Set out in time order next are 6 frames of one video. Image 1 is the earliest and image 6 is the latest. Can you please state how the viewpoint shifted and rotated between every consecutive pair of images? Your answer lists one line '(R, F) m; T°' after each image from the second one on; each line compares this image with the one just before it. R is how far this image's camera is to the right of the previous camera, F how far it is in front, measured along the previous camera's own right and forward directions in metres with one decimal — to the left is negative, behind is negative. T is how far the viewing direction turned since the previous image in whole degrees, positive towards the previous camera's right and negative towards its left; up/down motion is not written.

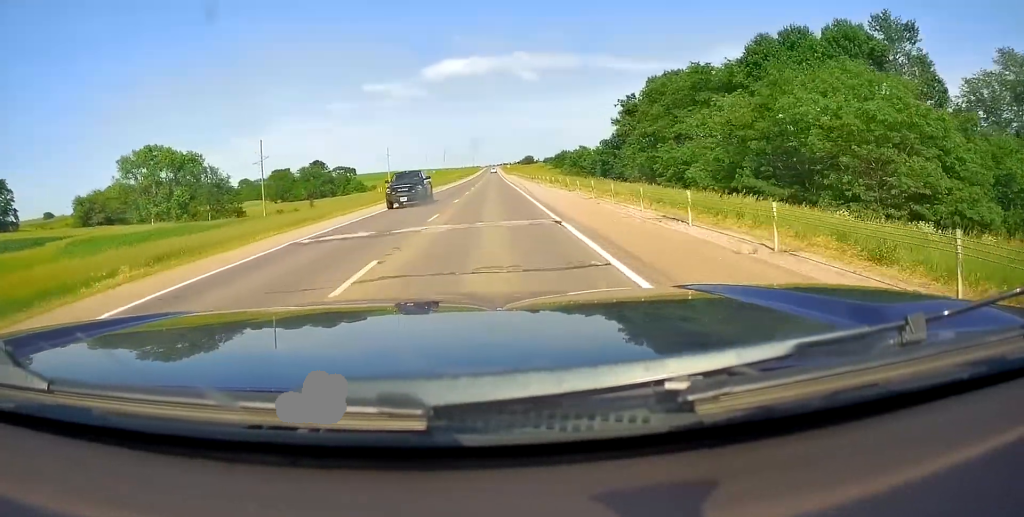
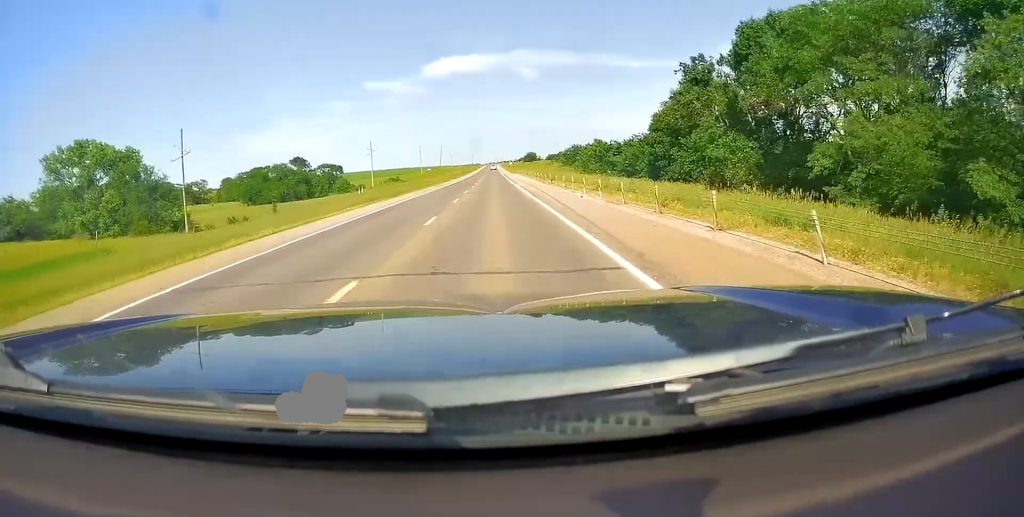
(-0.3, +26.2) m; 0°
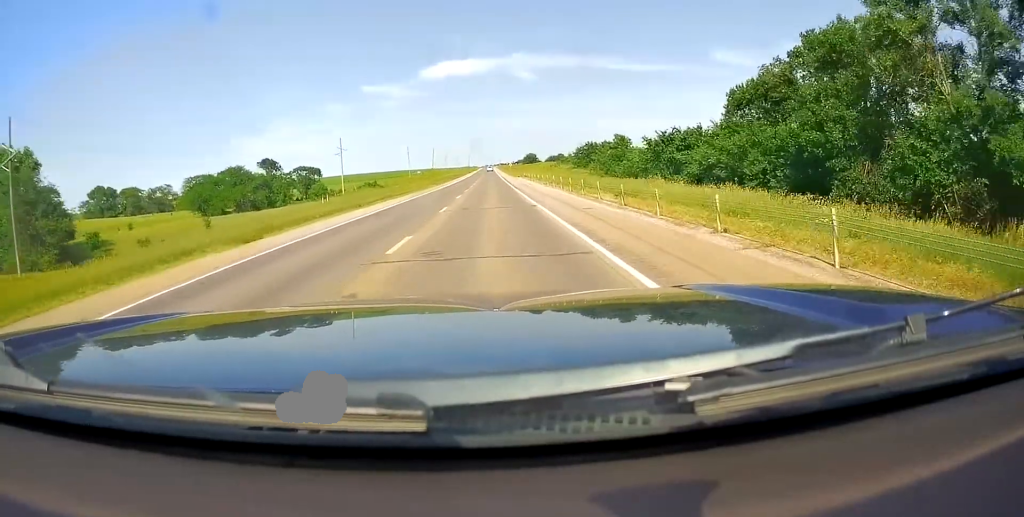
(+0.5, +29.8) m; +1°
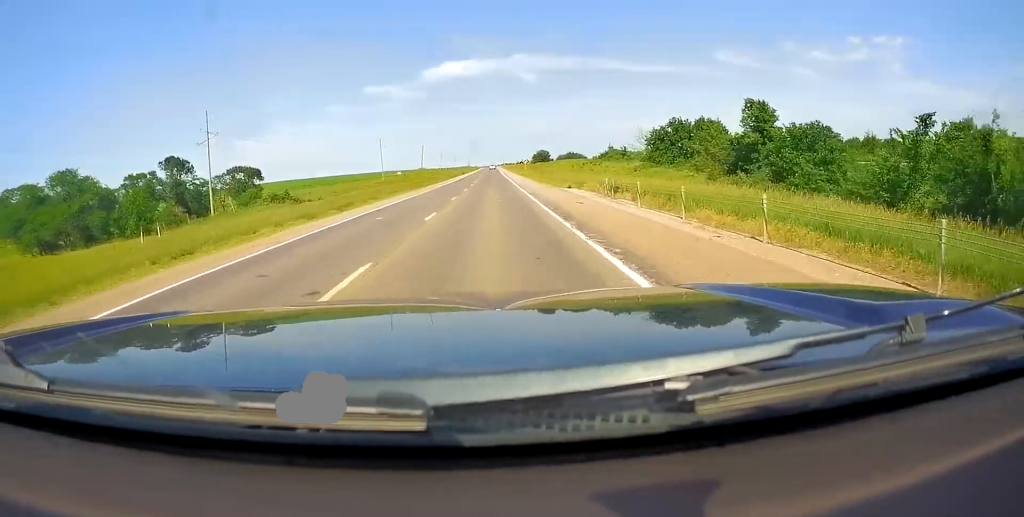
(-0.7, +65.6) m; -1°
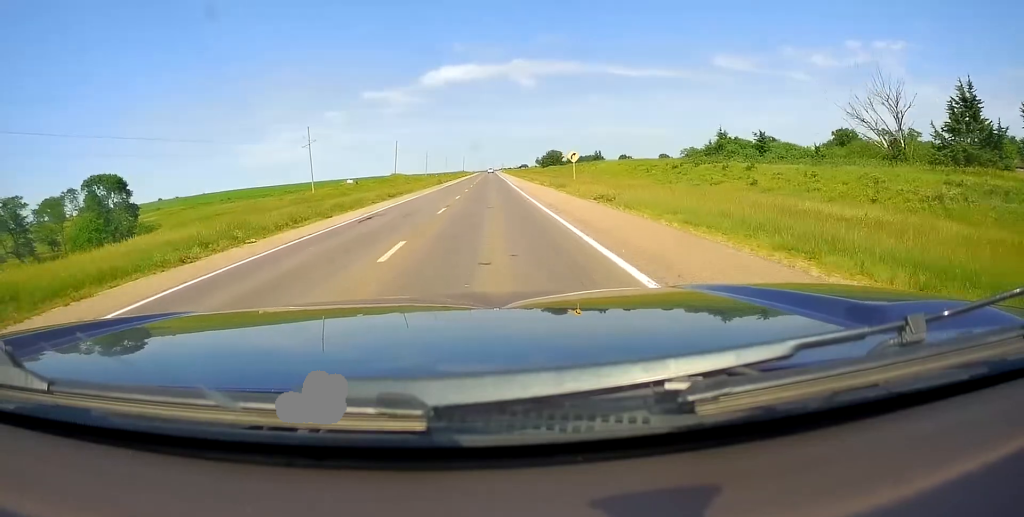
(+0.6, +69.1) m; +1°
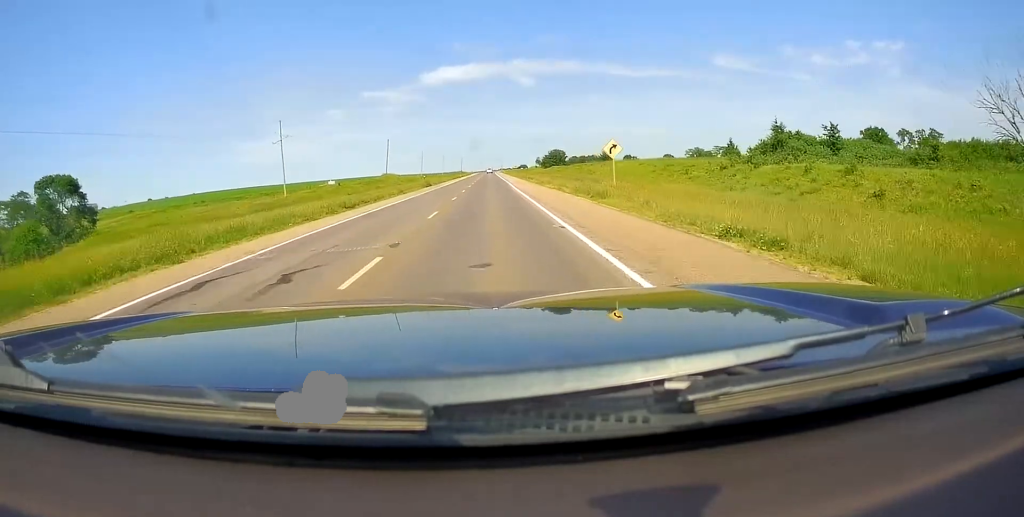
(0.0, +15.0) m; 0°
